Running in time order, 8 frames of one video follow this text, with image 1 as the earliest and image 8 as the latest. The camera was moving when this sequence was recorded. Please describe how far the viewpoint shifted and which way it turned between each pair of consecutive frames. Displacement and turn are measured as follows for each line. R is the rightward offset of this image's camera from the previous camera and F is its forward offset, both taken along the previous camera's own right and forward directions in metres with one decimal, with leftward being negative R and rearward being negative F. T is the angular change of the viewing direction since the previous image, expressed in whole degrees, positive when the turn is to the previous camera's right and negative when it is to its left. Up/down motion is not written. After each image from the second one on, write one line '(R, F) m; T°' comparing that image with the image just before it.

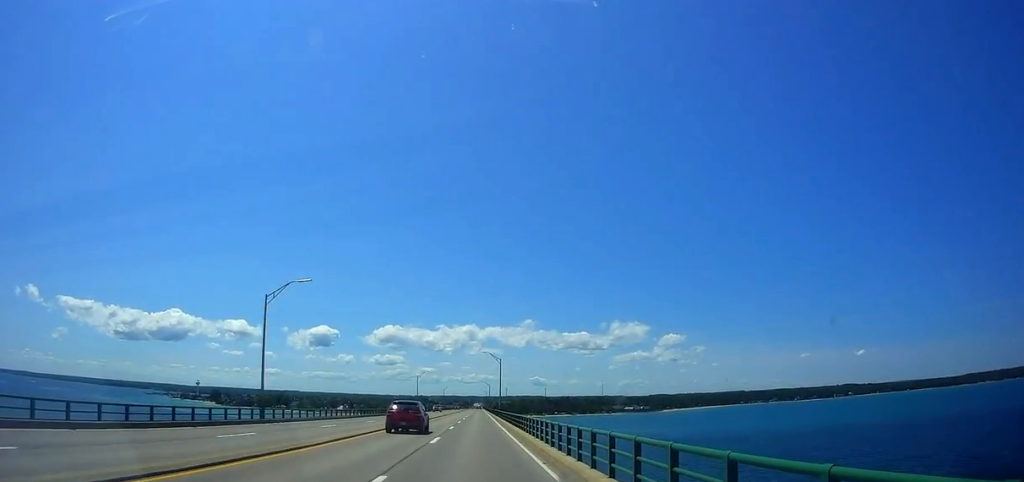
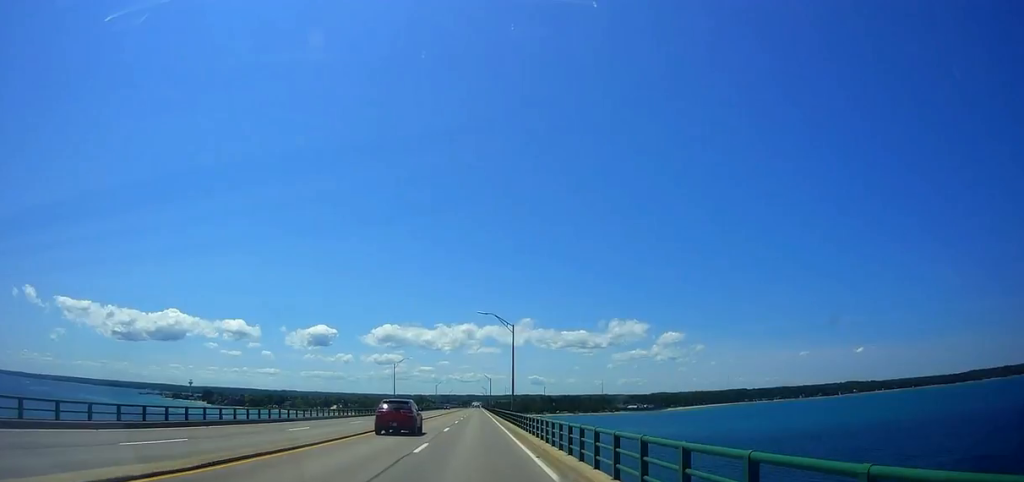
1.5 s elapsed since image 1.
(-0.5, +35.3) m; 0°
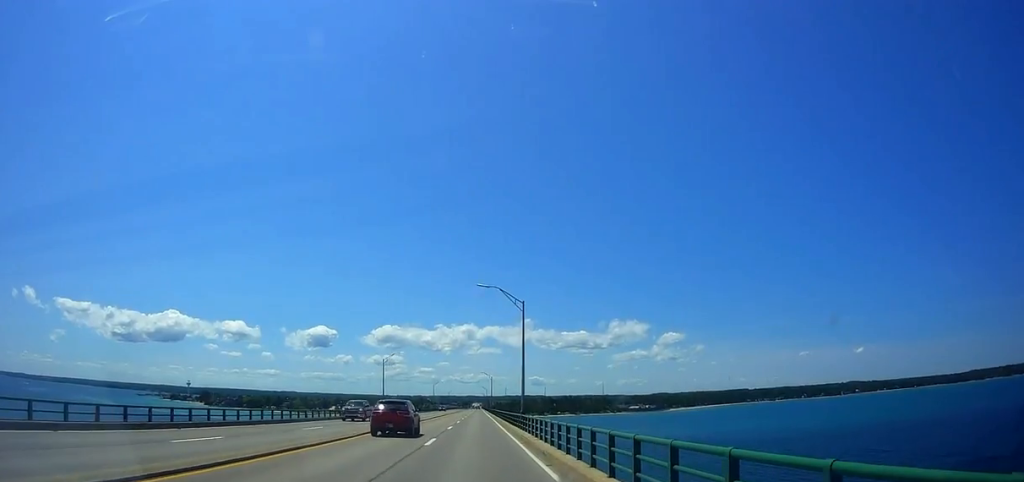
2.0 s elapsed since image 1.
(+0.2, +11.8) m; +1°
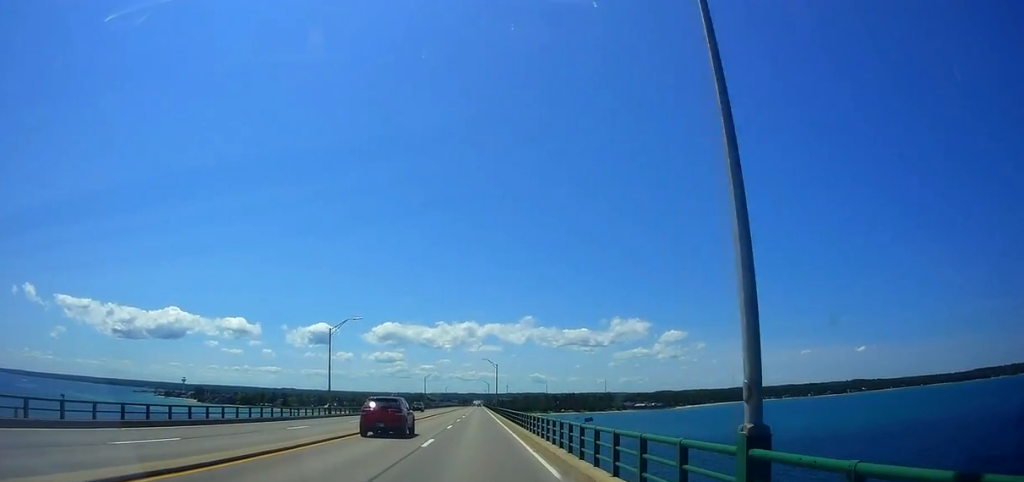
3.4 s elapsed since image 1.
(+0.2, +32.8) m; 0°
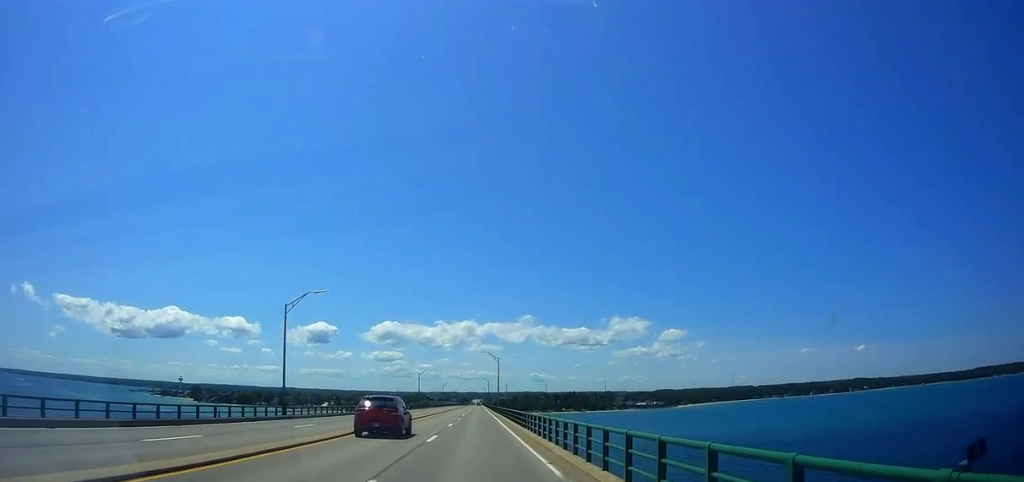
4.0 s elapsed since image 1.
(-0.1, +13.3) m; 0°
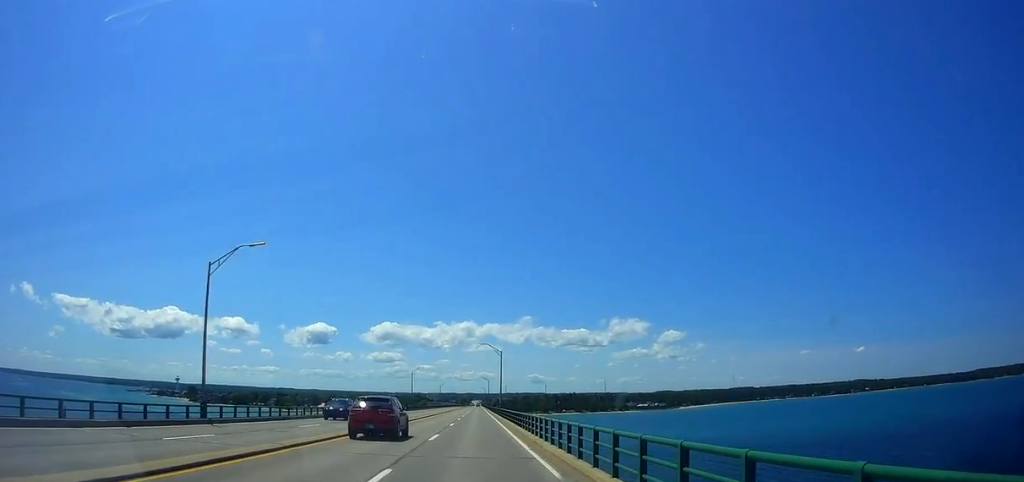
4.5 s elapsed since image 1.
(0.0, +13.2) m; 0°
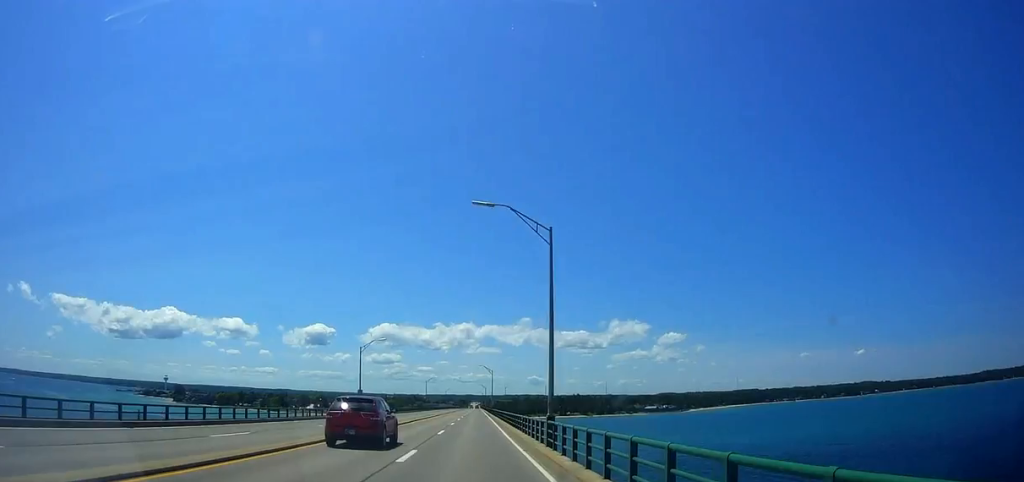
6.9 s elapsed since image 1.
(0.0, +54.6) m; 0°
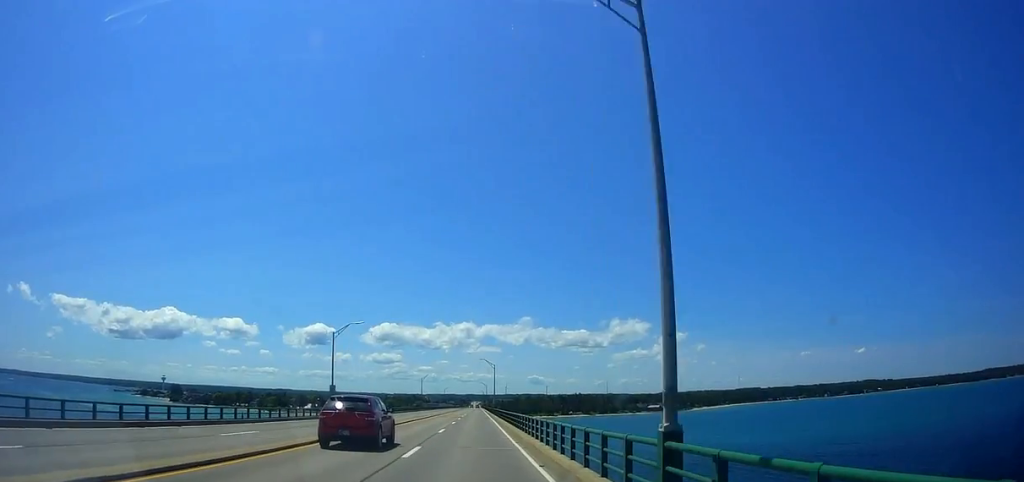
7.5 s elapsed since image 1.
(0.0, +14.1) m; 0°
